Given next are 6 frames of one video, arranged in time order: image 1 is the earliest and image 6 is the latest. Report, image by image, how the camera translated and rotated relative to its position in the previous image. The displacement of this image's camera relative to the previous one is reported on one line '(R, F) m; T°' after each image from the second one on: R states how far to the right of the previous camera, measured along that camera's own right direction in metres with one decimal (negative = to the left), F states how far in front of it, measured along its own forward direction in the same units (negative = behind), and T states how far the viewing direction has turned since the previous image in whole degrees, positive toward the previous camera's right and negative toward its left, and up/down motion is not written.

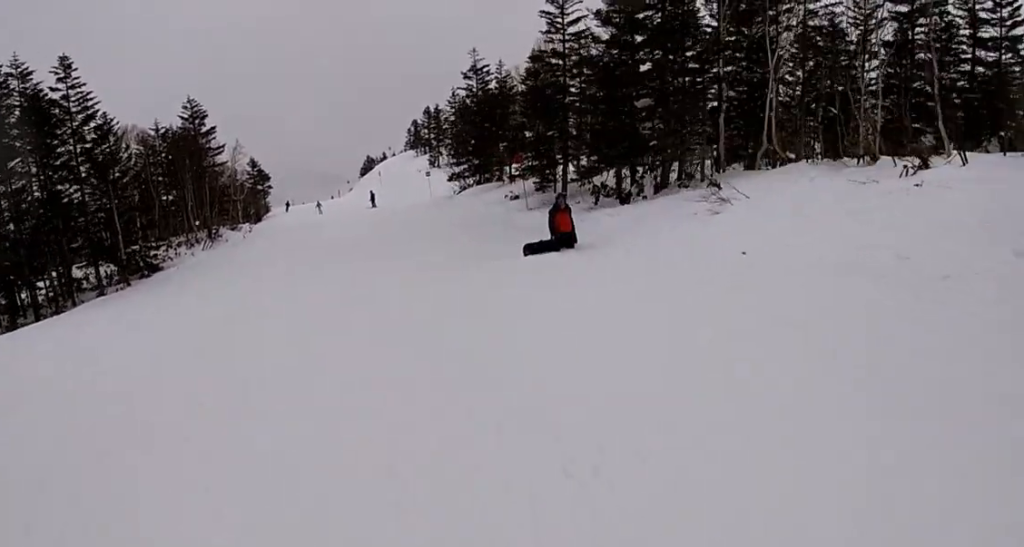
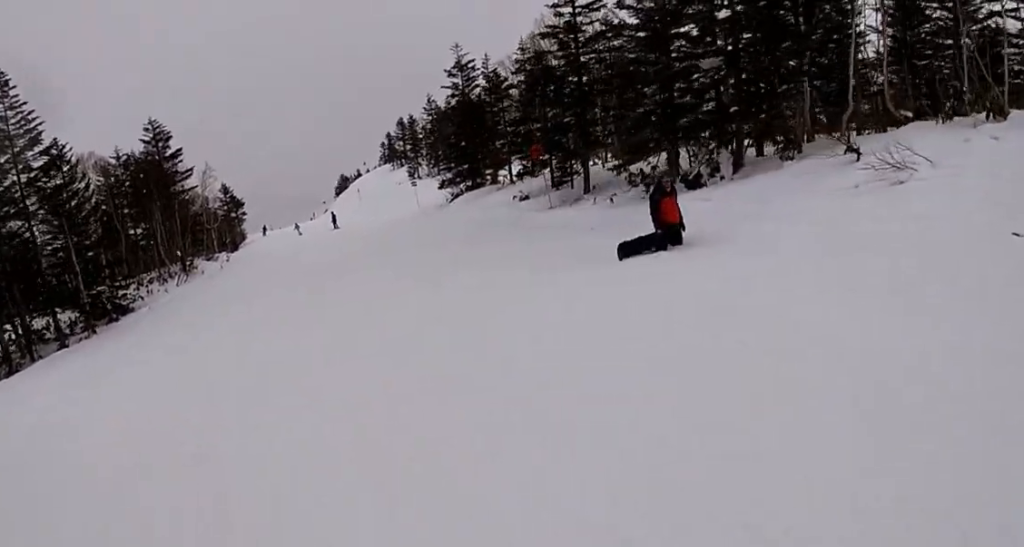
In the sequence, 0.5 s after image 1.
(-0.2, +3.8) m; +2°
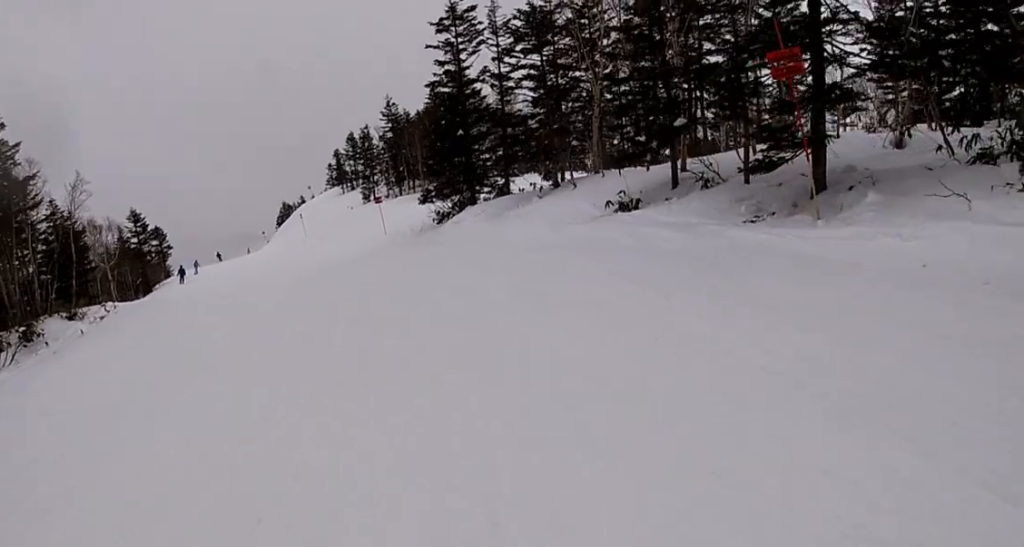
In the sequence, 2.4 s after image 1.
(+2.0, +14.3) m; +8°
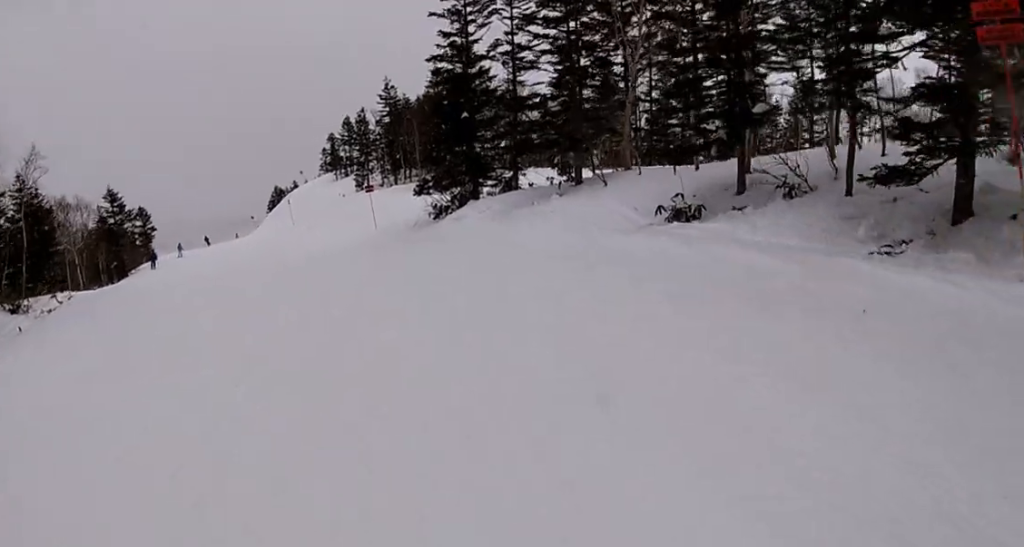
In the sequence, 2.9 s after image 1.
(0.0, +3.4) m; 0°
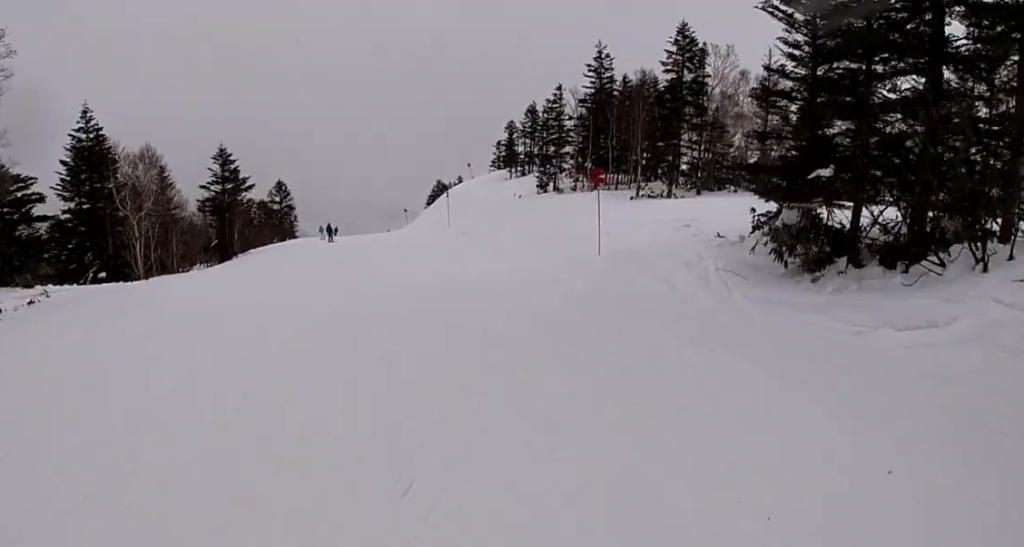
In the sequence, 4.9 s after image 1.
(-0.2, +15.2) m; -5°
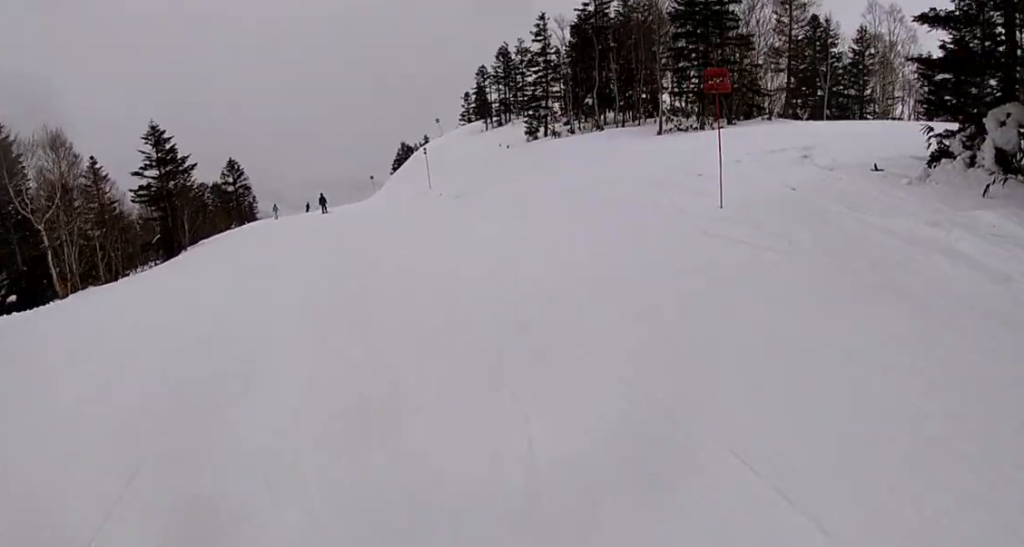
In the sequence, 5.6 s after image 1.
(-0.2, +5.9) m; -4°
